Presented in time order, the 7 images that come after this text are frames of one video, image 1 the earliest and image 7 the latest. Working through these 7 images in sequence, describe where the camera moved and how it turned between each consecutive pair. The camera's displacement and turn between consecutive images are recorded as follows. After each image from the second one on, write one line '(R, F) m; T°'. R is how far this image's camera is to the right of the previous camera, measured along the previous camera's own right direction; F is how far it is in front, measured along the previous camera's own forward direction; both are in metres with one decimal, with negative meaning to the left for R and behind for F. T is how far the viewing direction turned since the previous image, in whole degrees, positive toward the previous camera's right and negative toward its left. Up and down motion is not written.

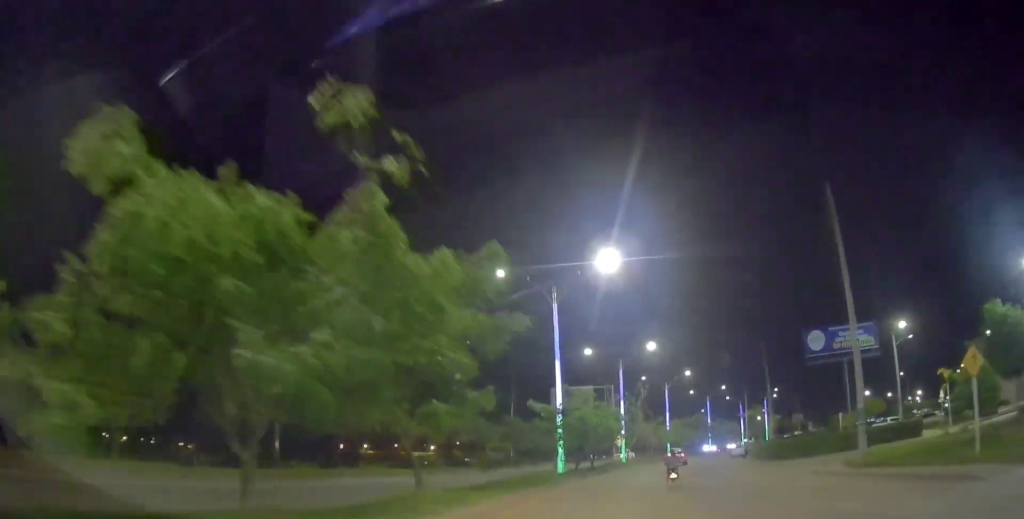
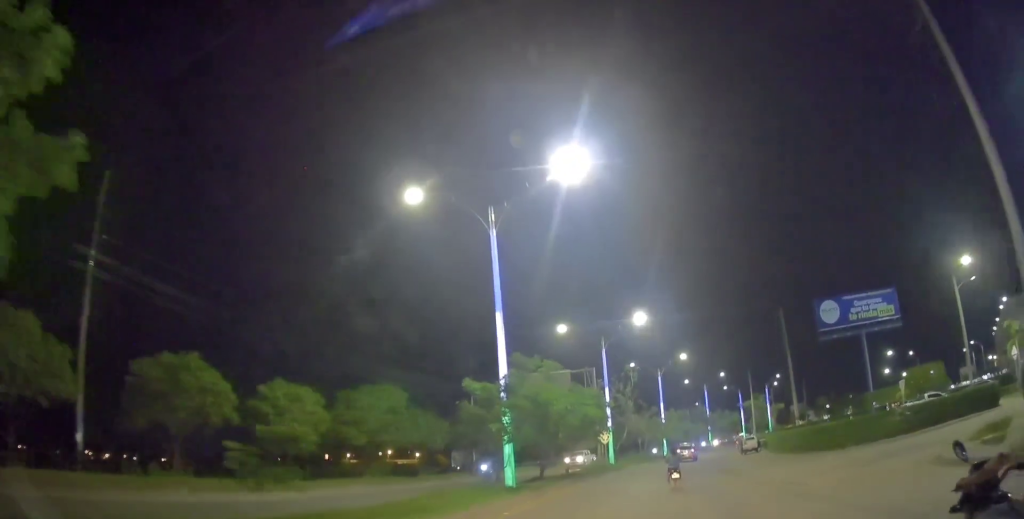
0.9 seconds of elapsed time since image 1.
(-0.1, +11.4) m; +1°
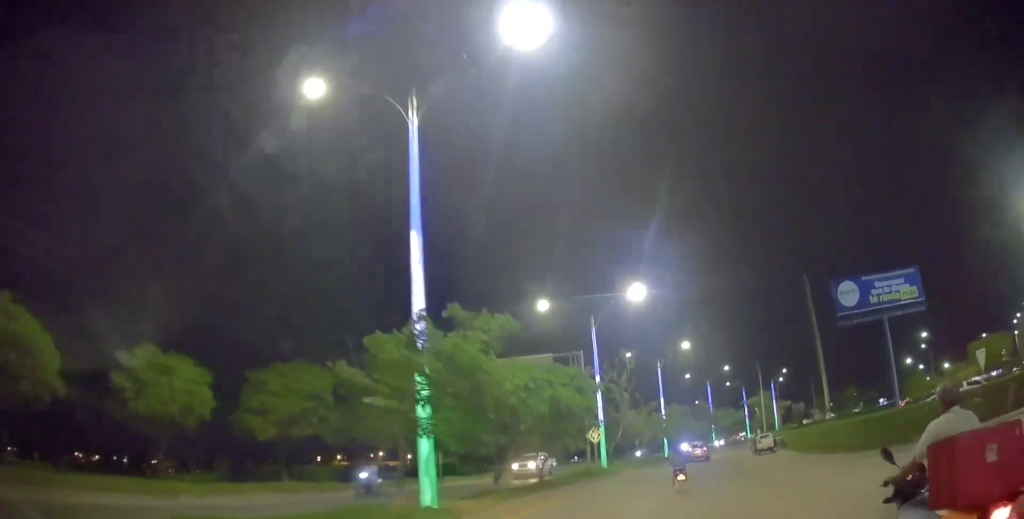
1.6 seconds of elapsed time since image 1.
(+0.2, +8.2) m; +3°
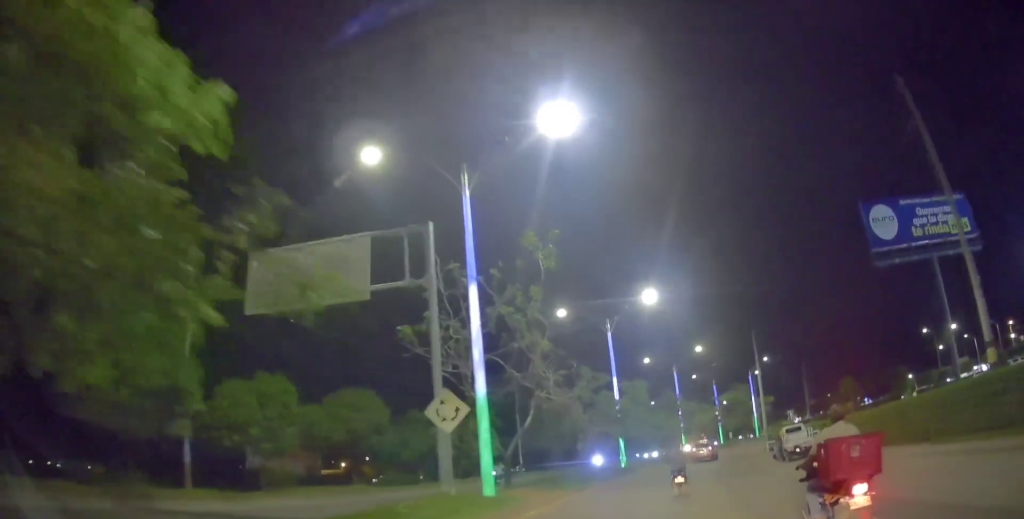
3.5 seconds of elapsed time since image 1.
(+0.4, +21.5) m; 0°
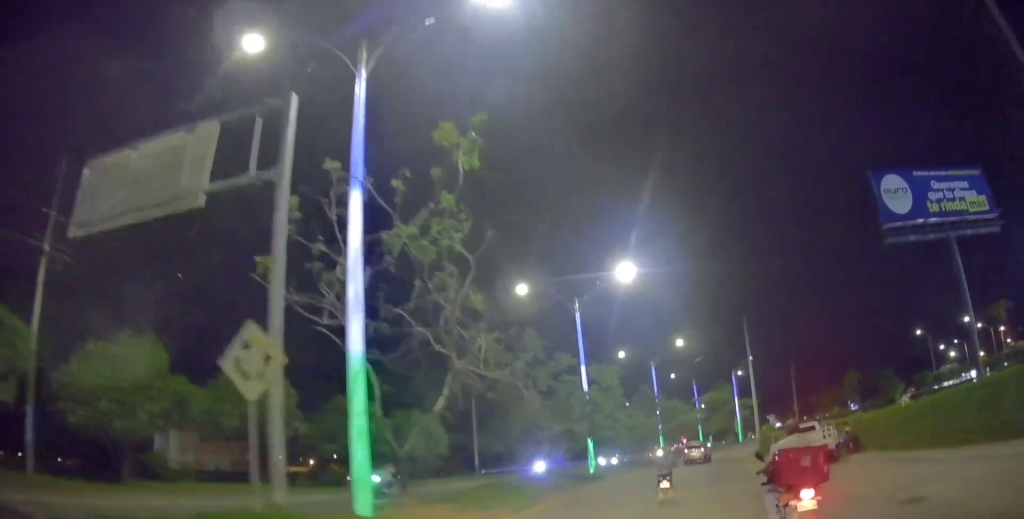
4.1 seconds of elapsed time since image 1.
(-0.8, +6.3) m; +1°
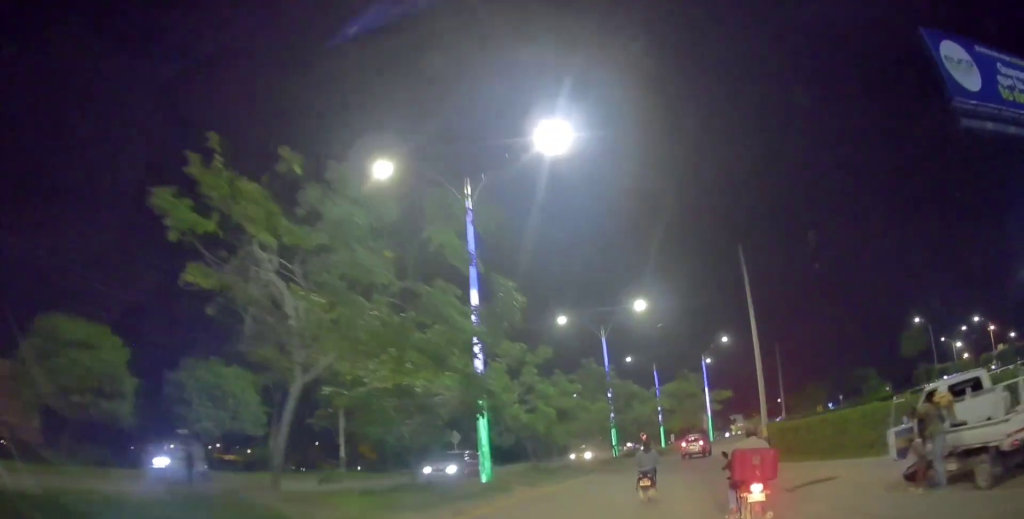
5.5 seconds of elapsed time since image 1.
(+2.3, +15.0) m; +9°
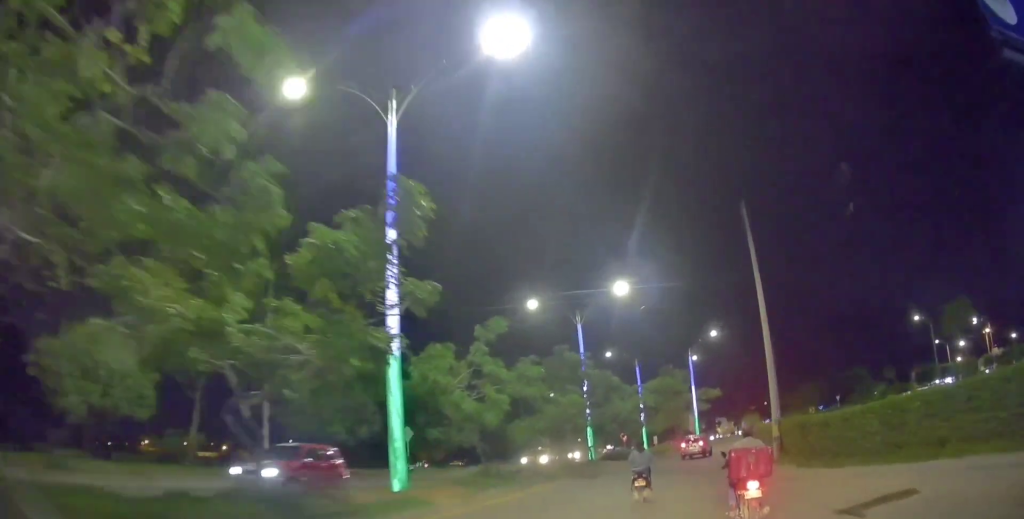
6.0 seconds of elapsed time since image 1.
(0.0, +5.8) m; 0°
